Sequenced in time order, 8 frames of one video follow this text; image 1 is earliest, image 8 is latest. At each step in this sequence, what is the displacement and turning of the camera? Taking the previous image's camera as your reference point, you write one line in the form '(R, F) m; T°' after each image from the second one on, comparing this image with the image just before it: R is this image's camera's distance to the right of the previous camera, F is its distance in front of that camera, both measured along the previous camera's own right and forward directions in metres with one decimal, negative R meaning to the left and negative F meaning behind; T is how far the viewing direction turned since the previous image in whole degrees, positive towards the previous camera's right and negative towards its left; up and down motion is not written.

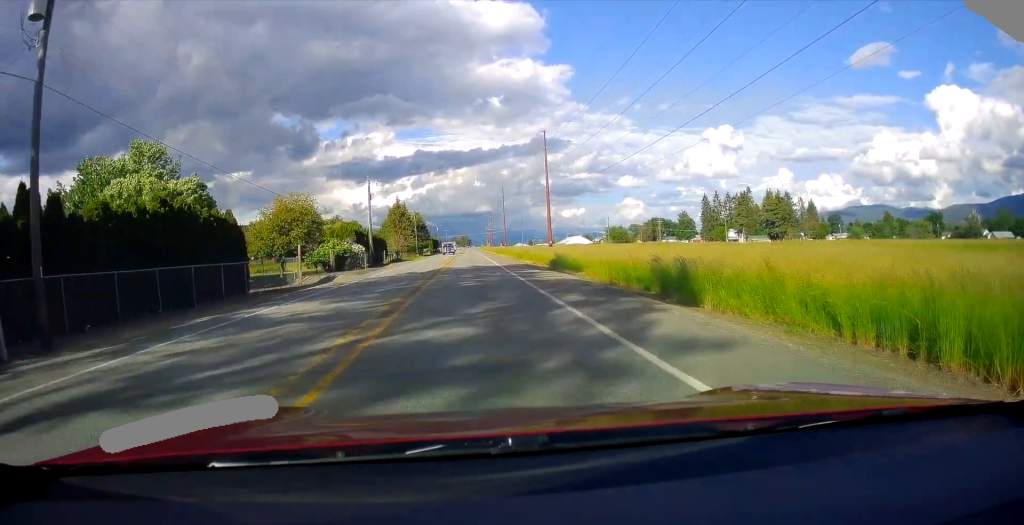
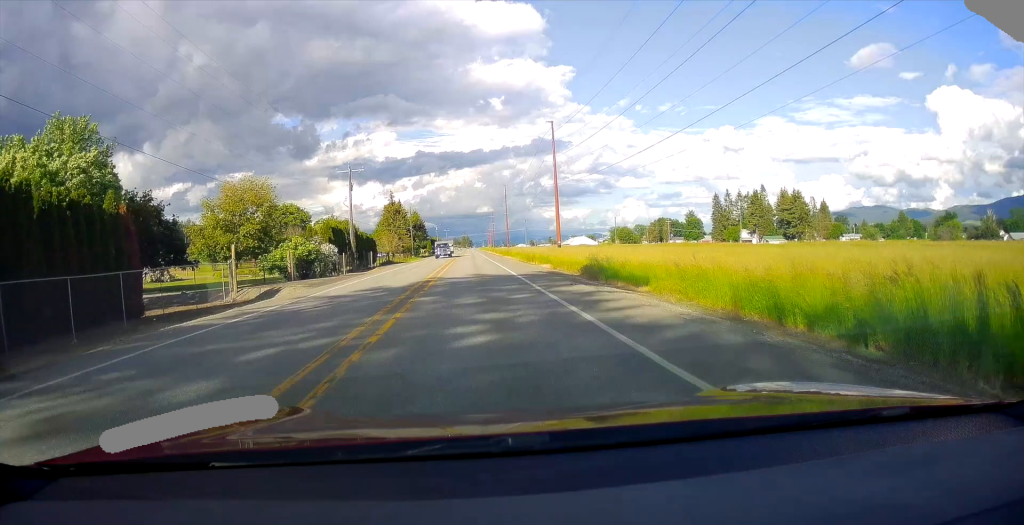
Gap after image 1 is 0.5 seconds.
(0.0, +13.0) m; 0°
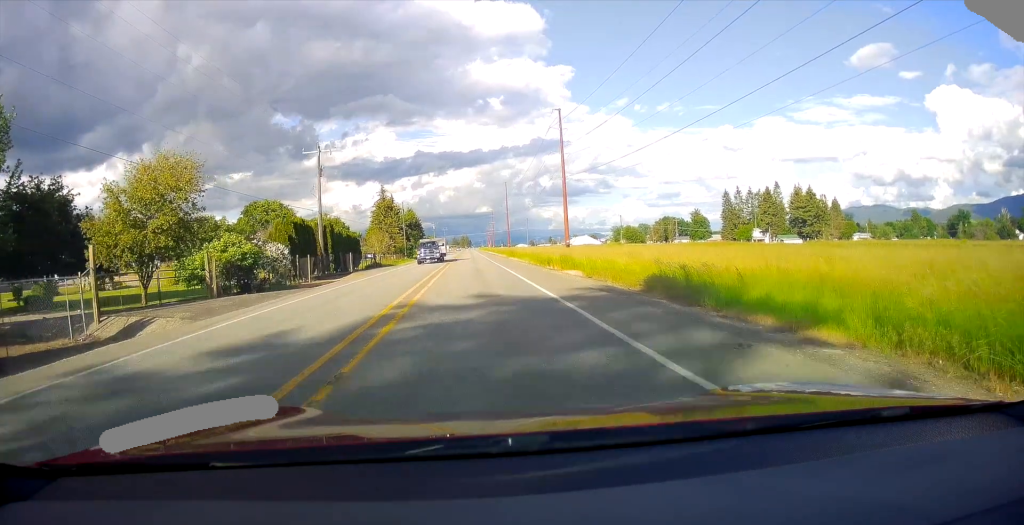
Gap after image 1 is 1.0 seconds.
(0.0, +11.3) m; 0°
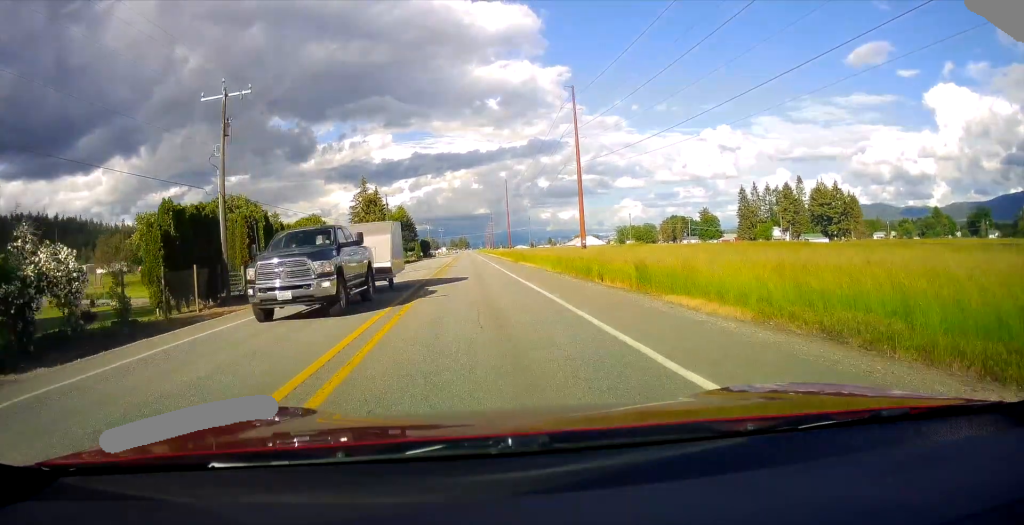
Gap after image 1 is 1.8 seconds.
(0.0, +18.1) m; 0°
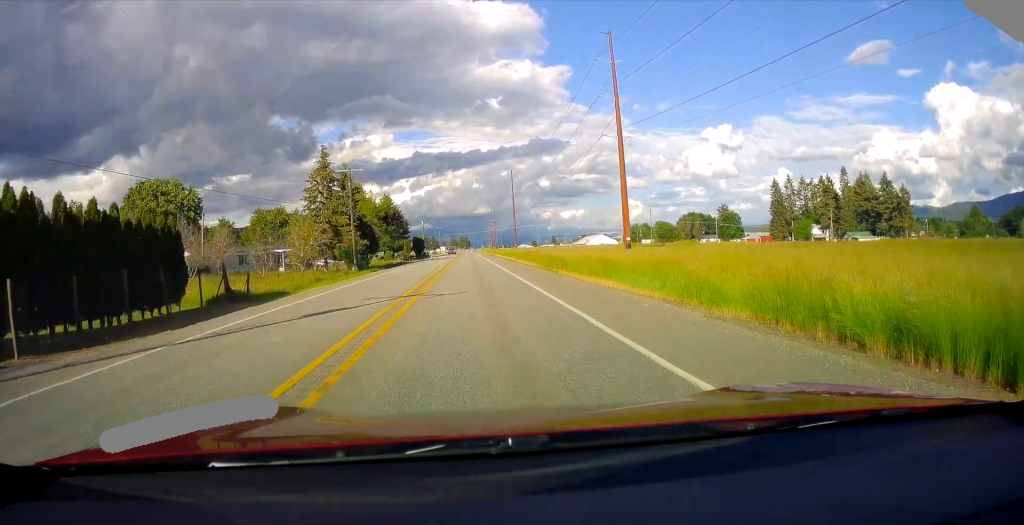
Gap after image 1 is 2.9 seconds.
(0.0, +27.7) m; 0°
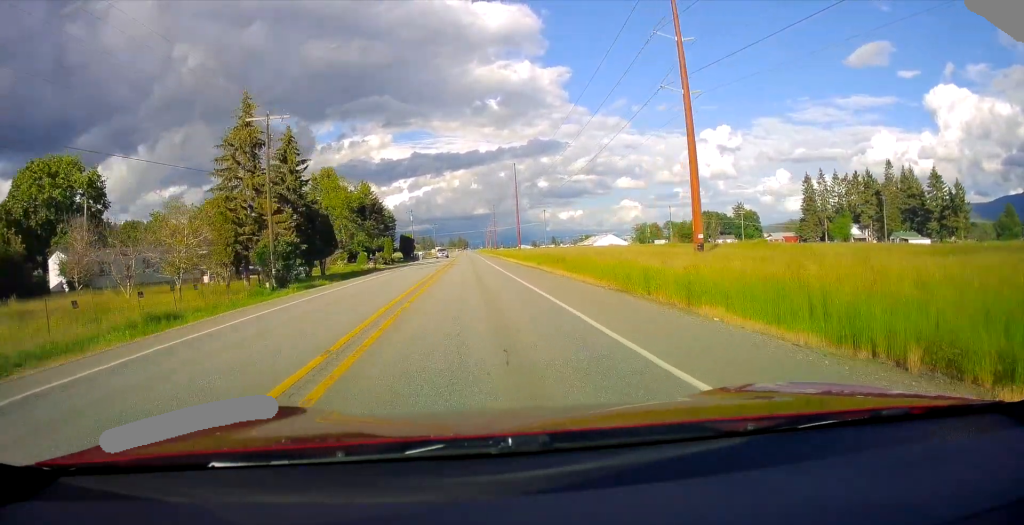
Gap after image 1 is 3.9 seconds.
(+0.1, +23.7) m; 0°
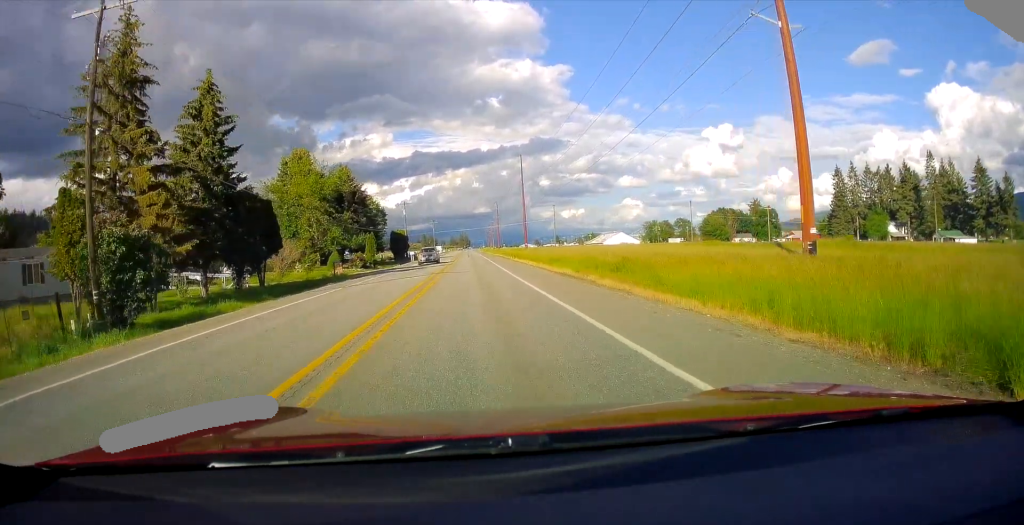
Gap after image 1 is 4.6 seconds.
(+0.1, +18.2) m; 0°
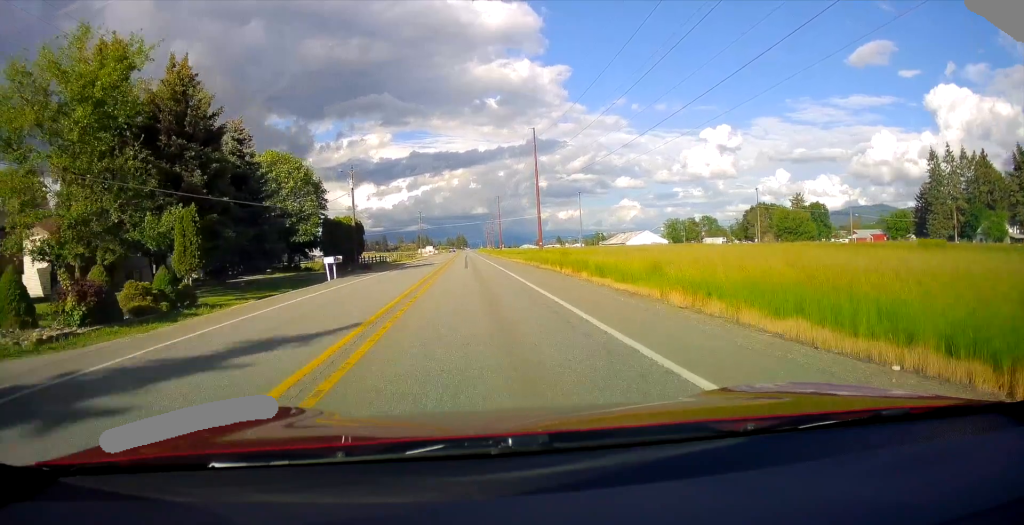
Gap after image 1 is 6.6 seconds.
(-0.4, +46.7) m; 0°
